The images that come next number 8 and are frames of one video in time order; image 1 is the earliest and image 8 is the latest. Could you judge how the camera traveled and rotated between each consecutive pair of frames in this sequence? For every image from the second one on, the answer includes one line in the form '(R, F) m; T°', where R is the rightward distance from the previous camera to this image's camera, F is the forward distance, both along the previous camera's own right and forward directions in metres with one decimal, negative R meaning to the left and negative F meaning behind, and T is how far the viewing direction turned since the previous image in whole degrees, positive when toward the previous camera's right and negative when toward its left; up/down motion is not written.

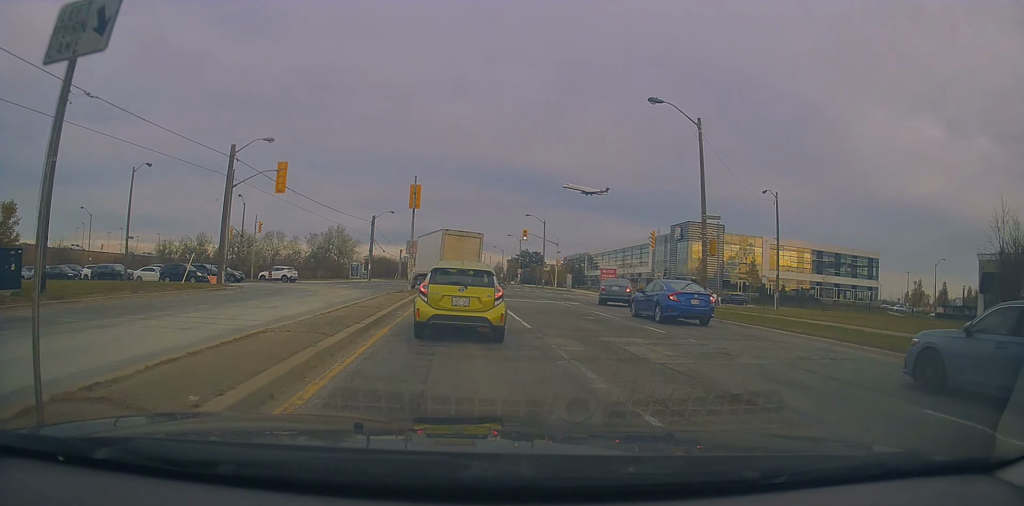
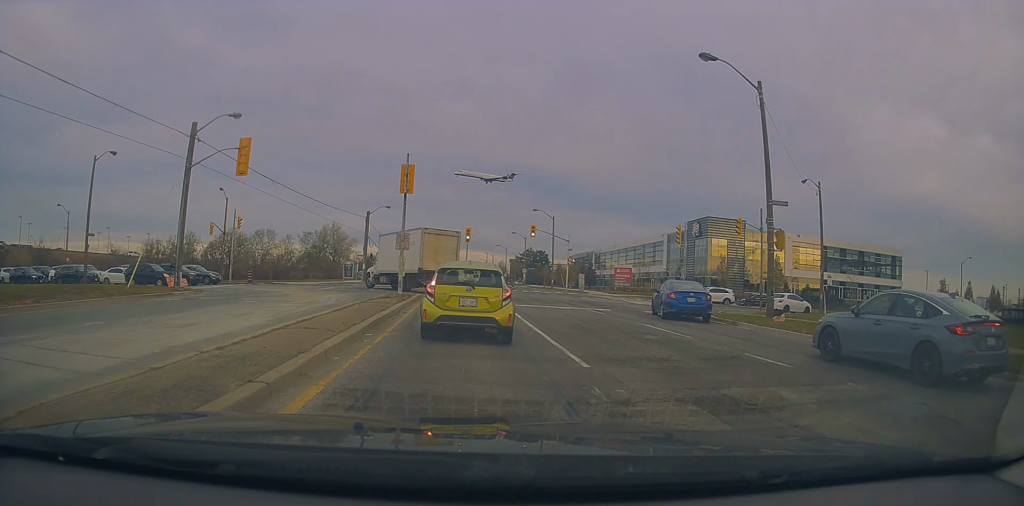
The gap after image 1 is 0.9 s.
(-0.1, +6.2) m; -2°
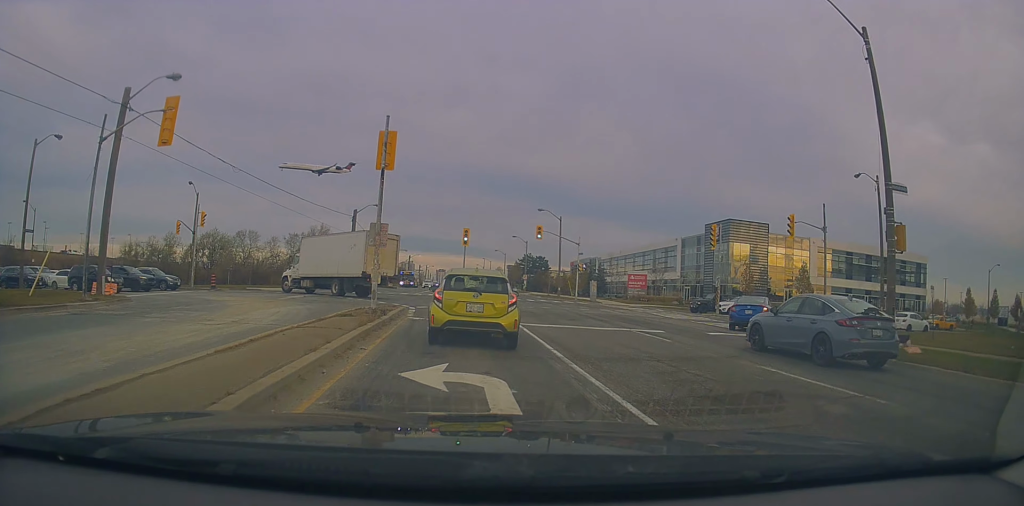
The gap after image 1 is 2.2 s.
(-0.1, +7.5) m; +1°
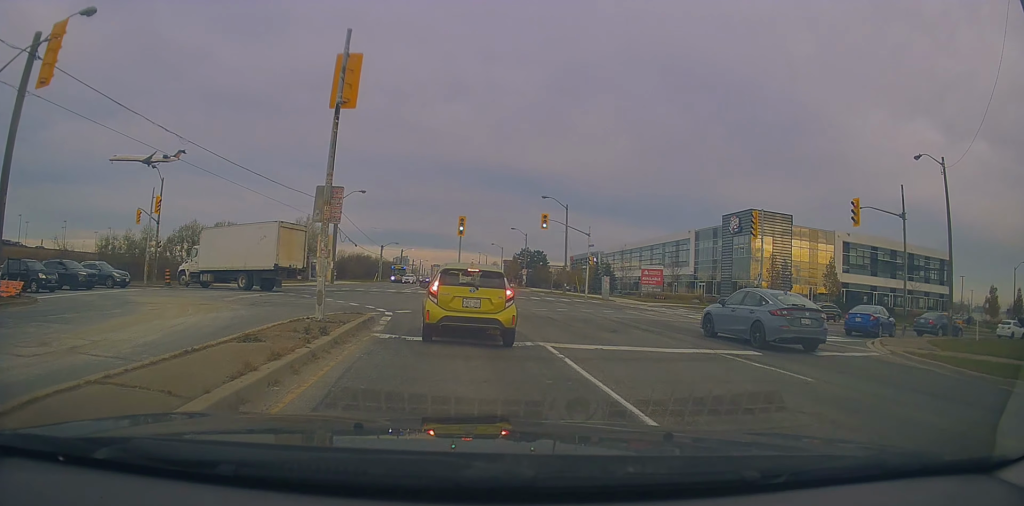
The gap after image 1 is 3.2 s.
(+0.1, +6.4) m; 0°
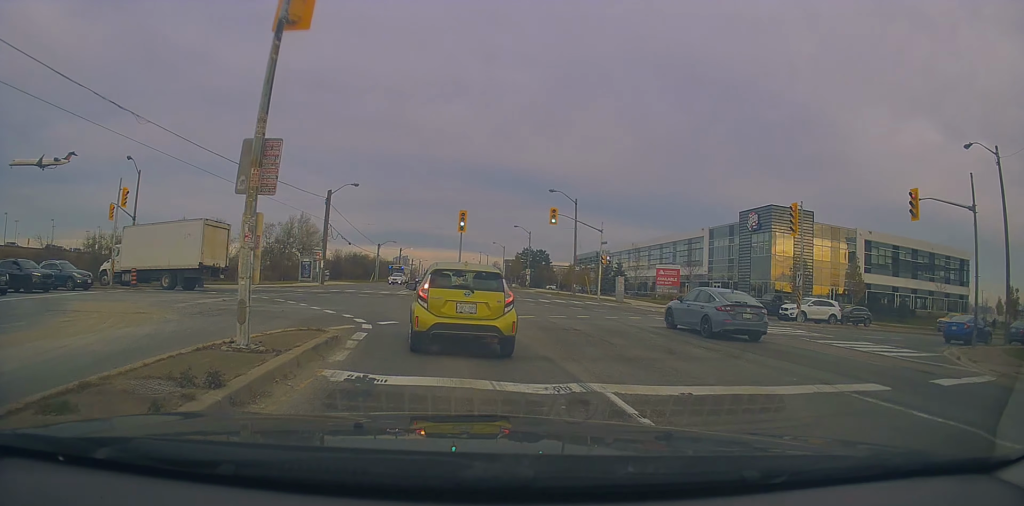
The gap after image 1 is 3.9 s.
(0.0, +4.4) m; -1°
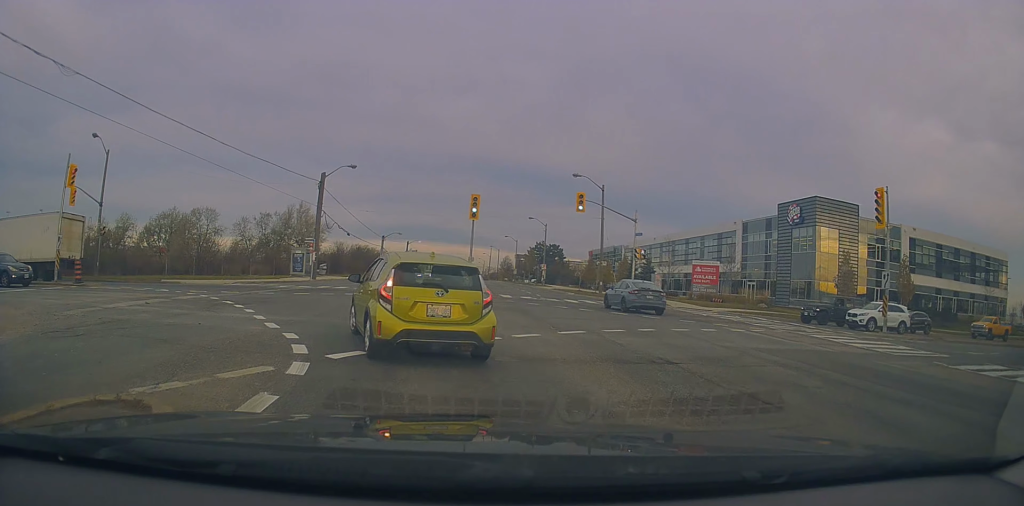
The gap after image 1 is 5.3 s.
(-0.2, +7.6) m; 0°
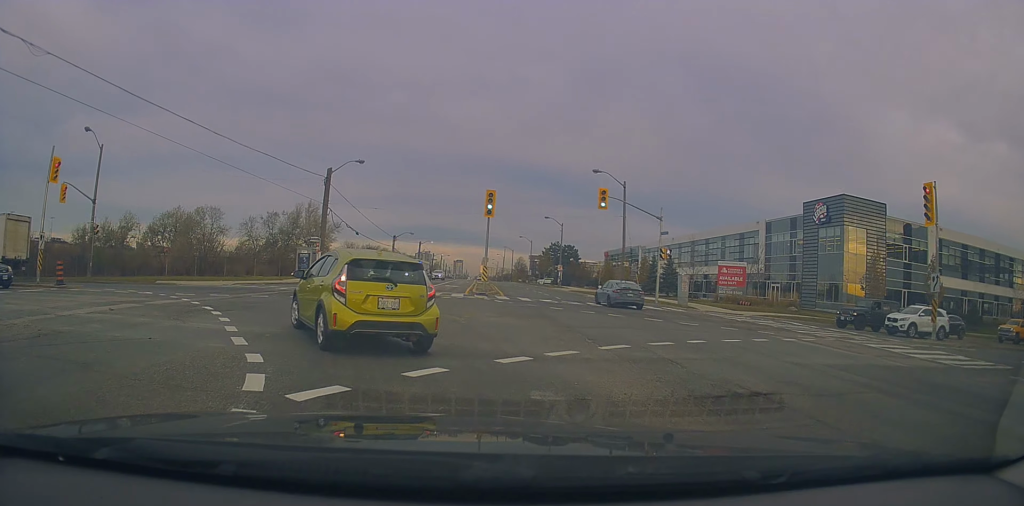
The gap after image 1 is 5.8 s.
(-0.1, +2.8) m; +2°
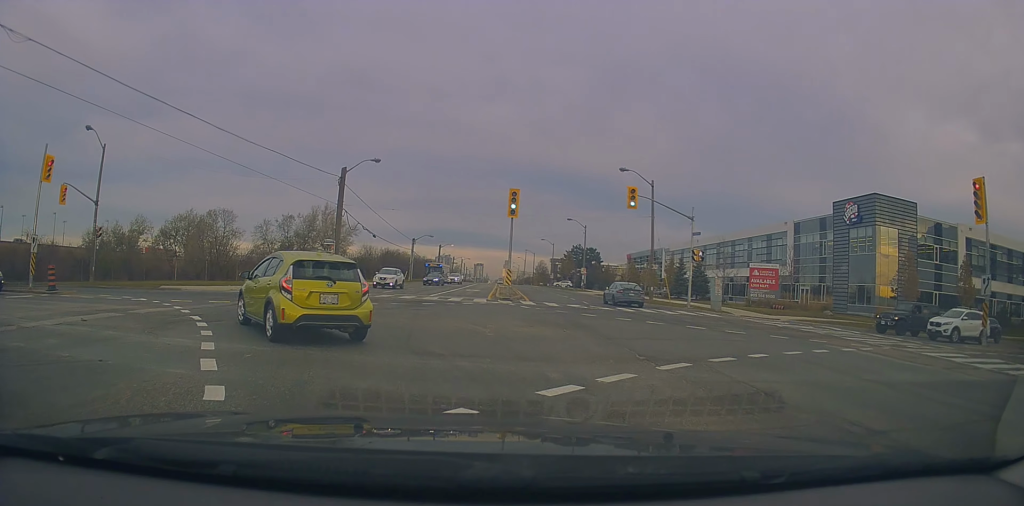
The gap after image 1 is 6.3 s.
(+0.2, +2.1) m; -5°
